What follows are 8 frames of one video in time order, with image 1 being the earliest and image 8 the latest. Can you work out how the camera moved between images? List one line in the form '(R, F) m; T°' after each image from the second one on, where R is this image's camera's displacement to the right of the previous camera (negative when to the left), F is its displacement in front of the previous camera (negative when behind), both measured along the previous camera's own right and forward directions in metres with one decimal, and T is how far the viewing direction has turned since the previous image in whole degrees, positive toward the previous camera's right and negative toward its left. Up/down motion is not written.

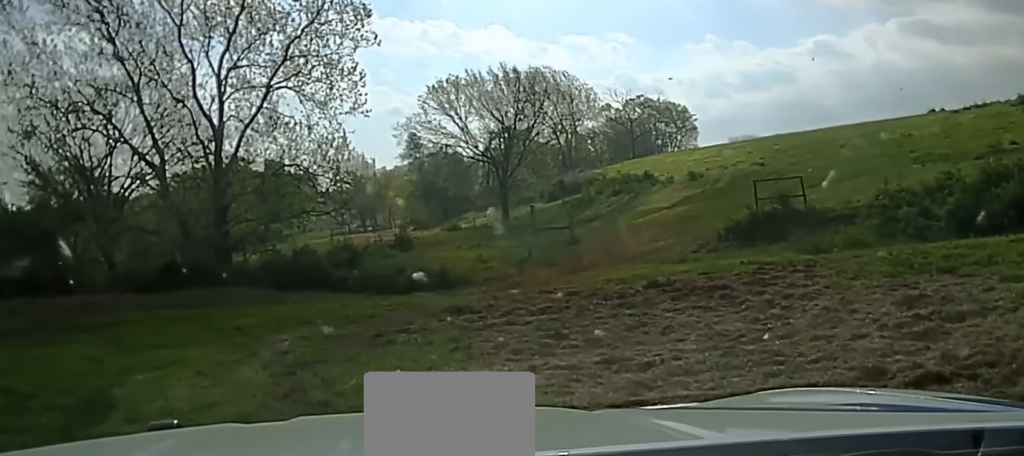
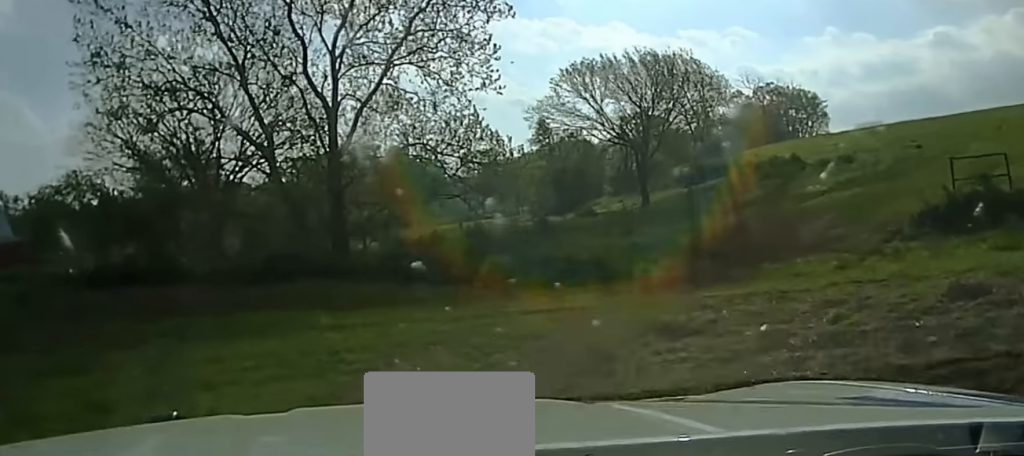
(-1.2, +5.5) m; -15°
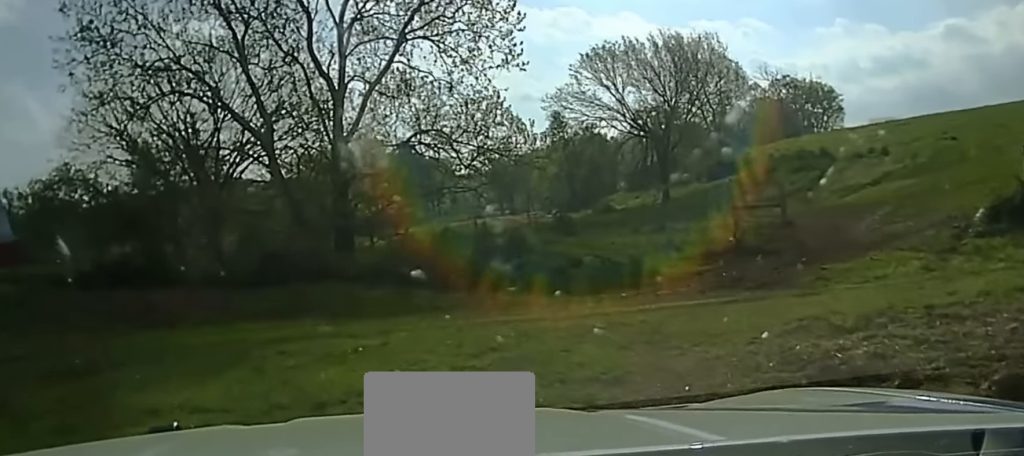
(-0.3, +3.9) m; +1°
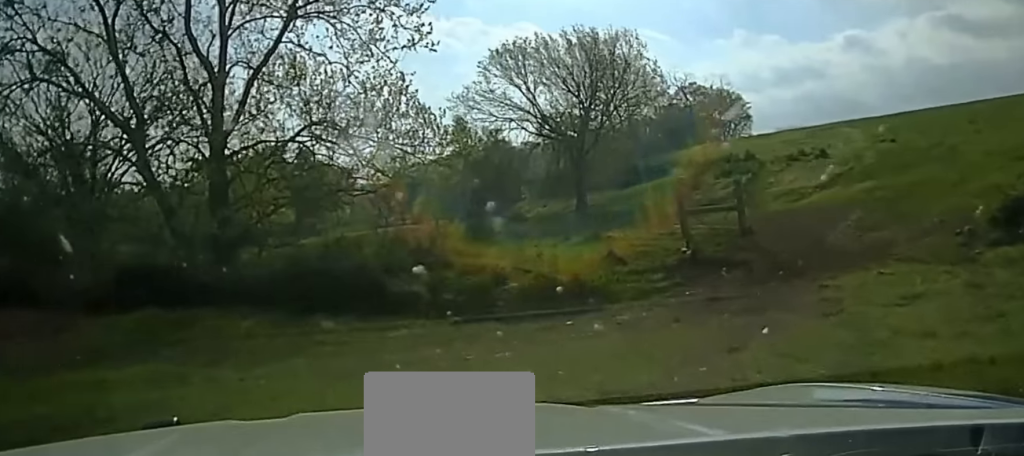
(+0.6, +5.8) m; +9°
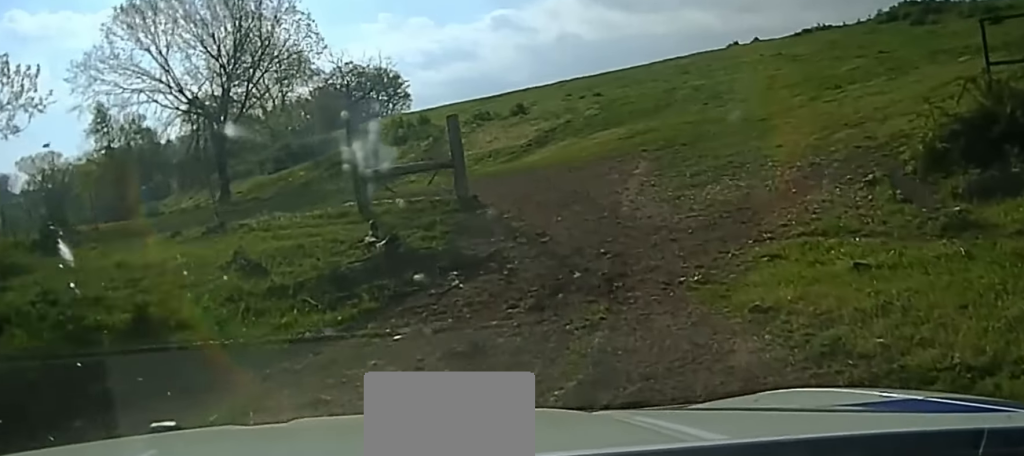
(+1.0, +9.4) m; +18°
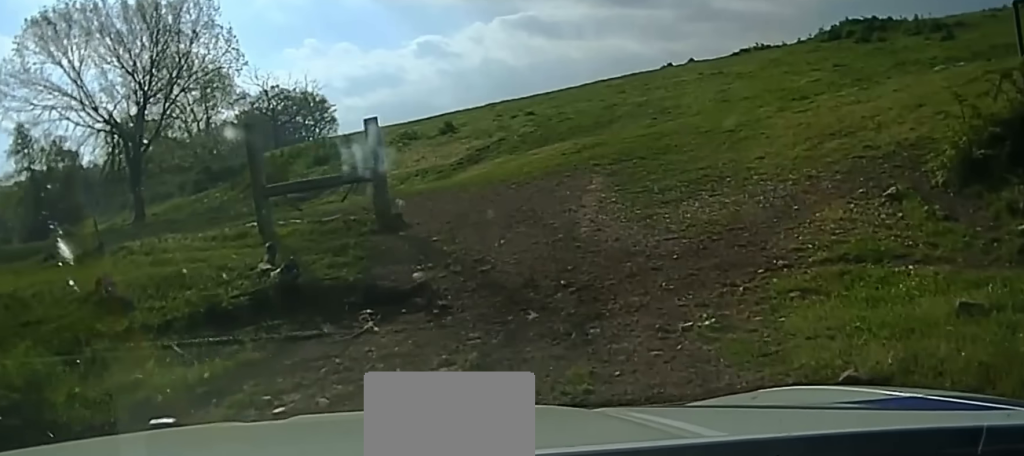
(+0.2, +2.2) m; +11°
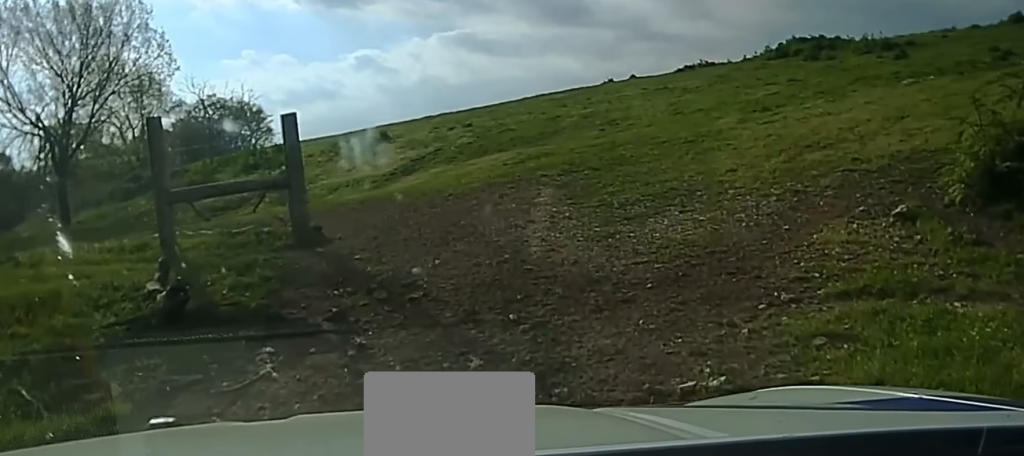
(0.0, +1.7) m; +9°
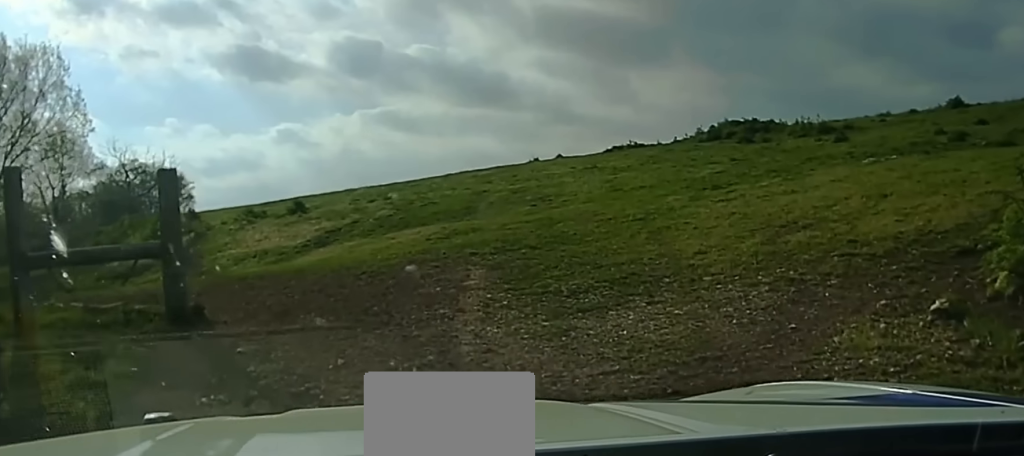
(+0.3, +1.9) m; +7°
